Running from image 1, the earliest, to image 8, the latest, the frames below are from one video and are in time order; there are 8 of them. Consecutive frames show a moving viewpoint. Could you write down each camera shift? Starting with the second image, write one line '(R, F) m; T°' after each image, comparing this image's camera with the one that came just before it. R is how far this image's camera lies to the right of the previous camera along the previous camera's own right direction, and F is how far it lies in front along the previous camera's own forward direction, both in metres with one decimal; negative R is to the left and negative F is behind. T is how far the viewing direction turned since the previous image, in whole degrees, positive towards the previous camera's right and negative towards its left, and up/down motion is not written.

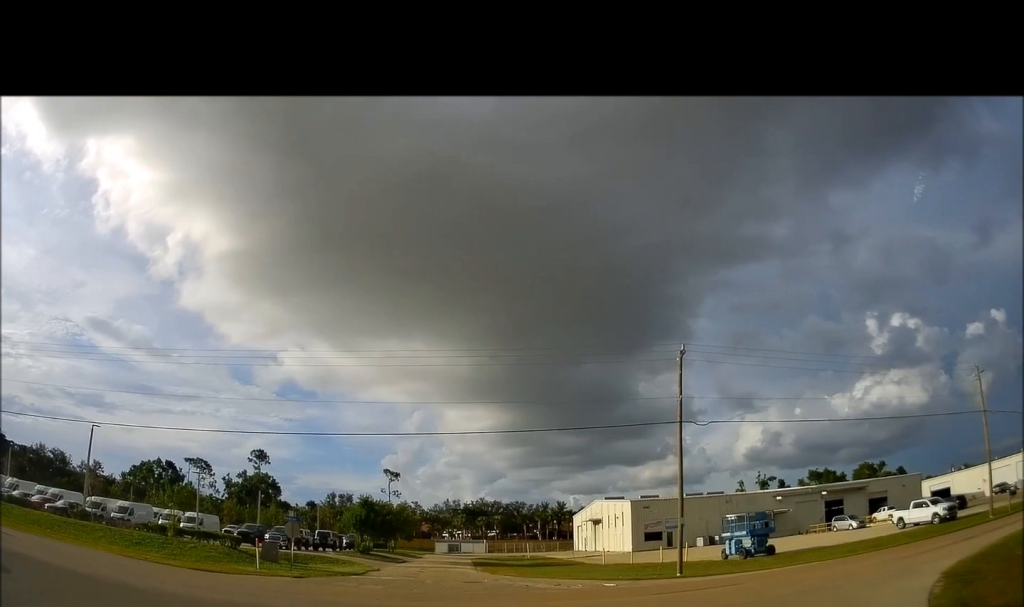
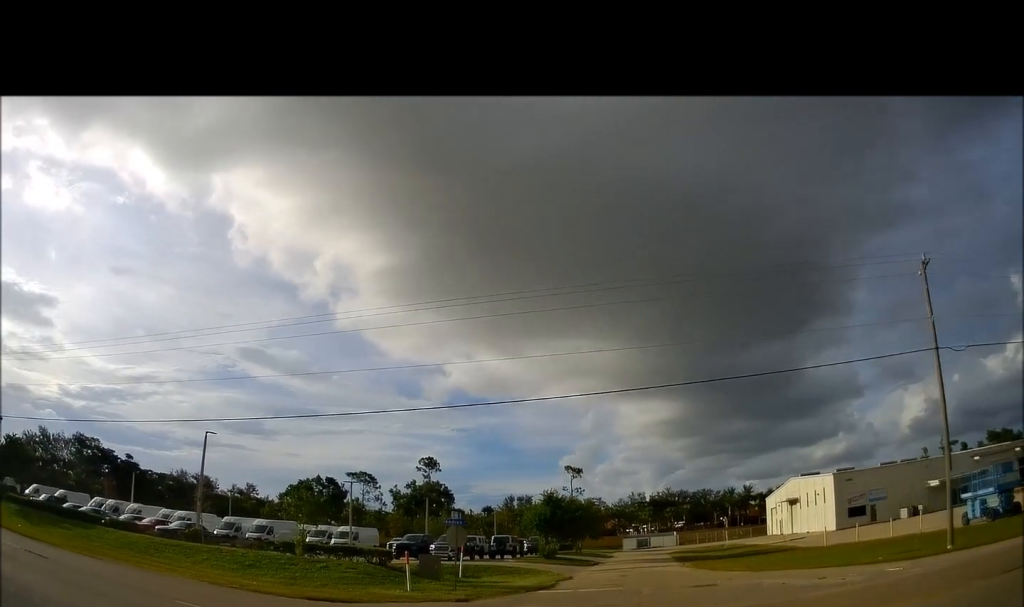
(-1.3, +8.2) m; -33°
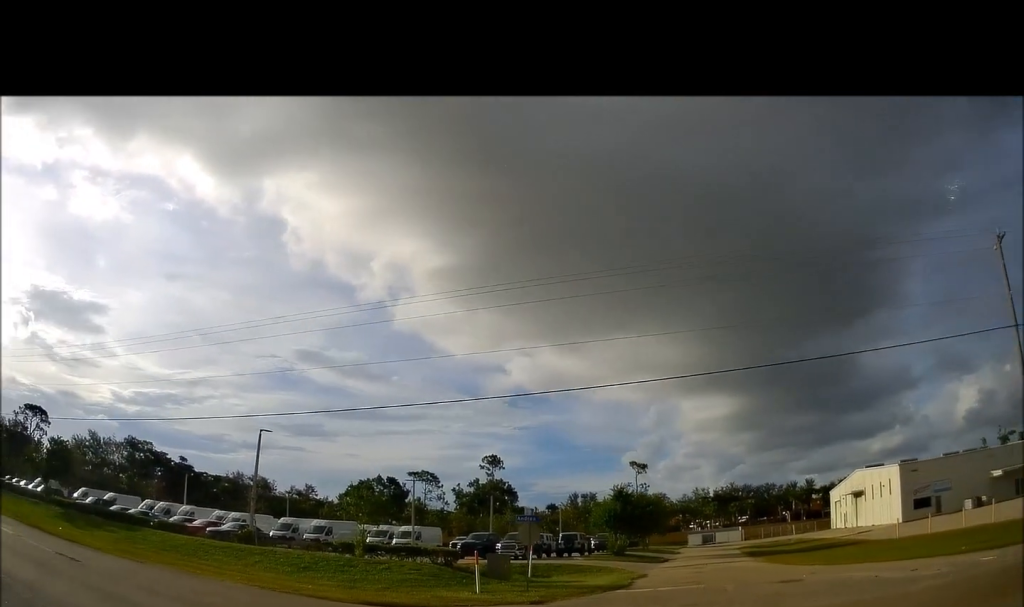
(-0.1, +0.8) m; -5°
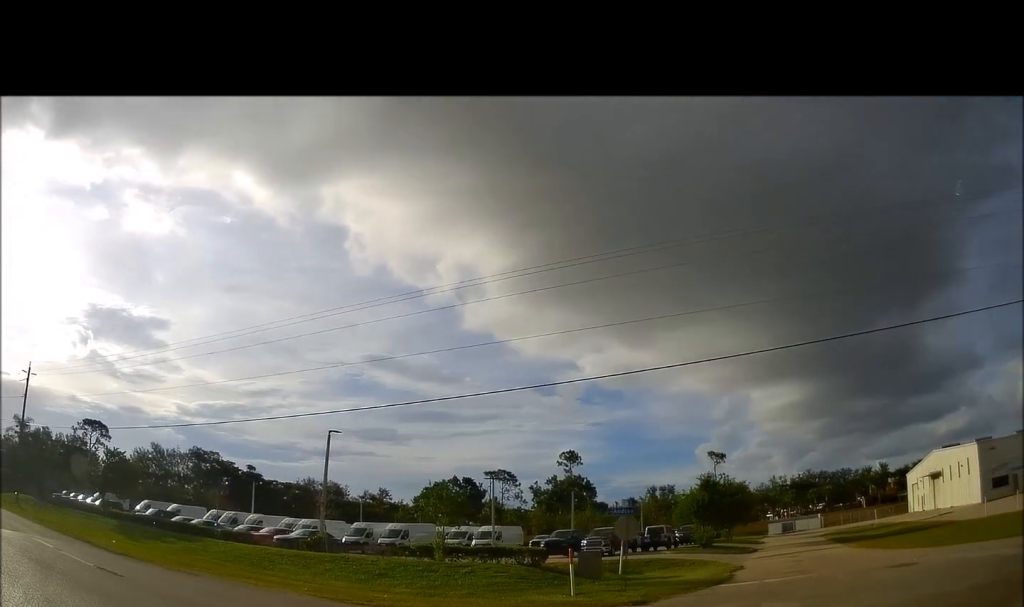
(+0.1, +1.2) m; -2°
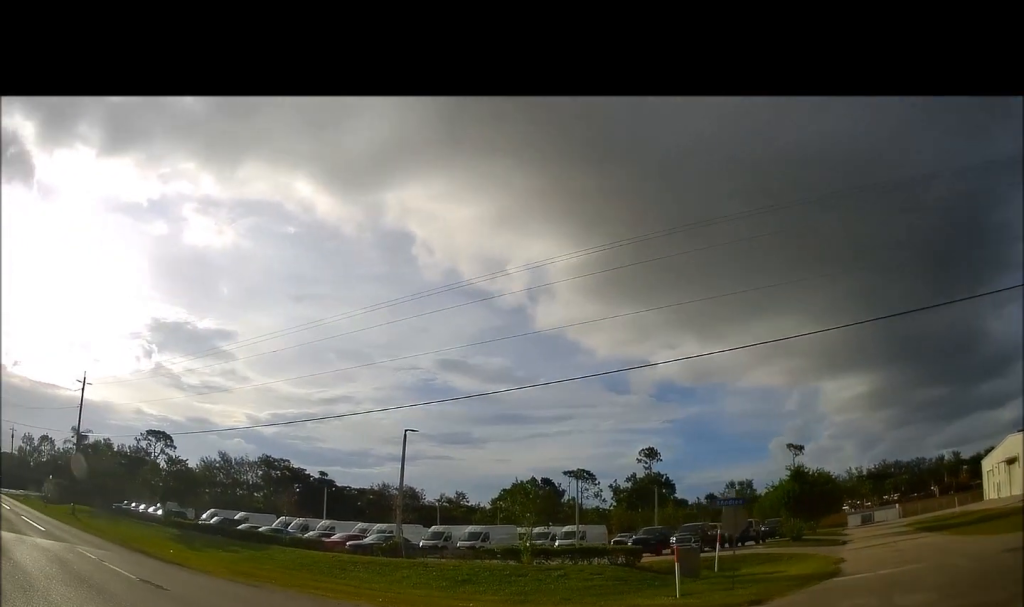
(+0.1, +1.2) m; -2°
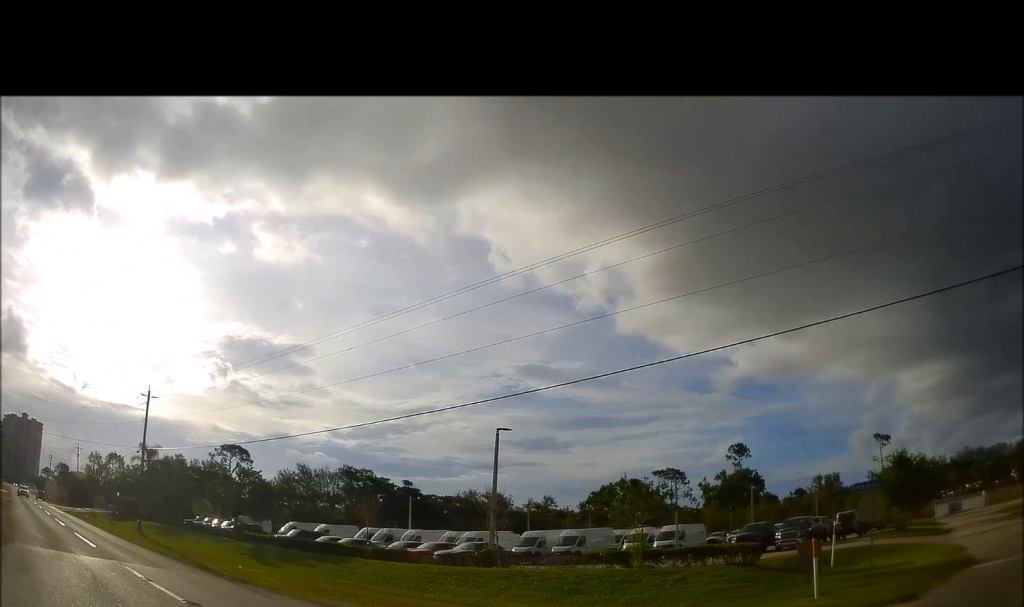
(-0.2, +1.7) m; -4°
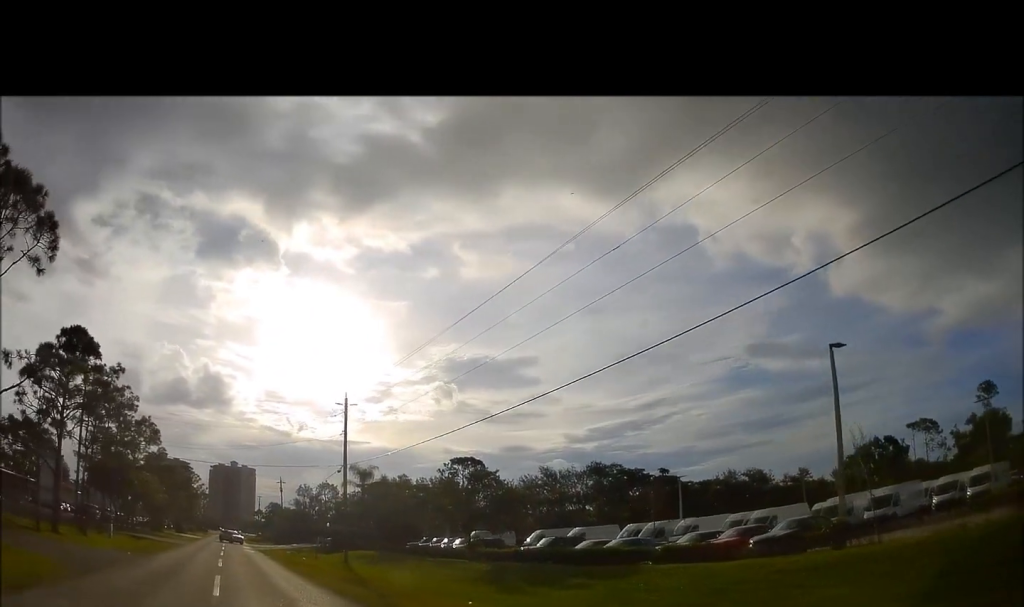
(-1.0, +7.2) m; -15°
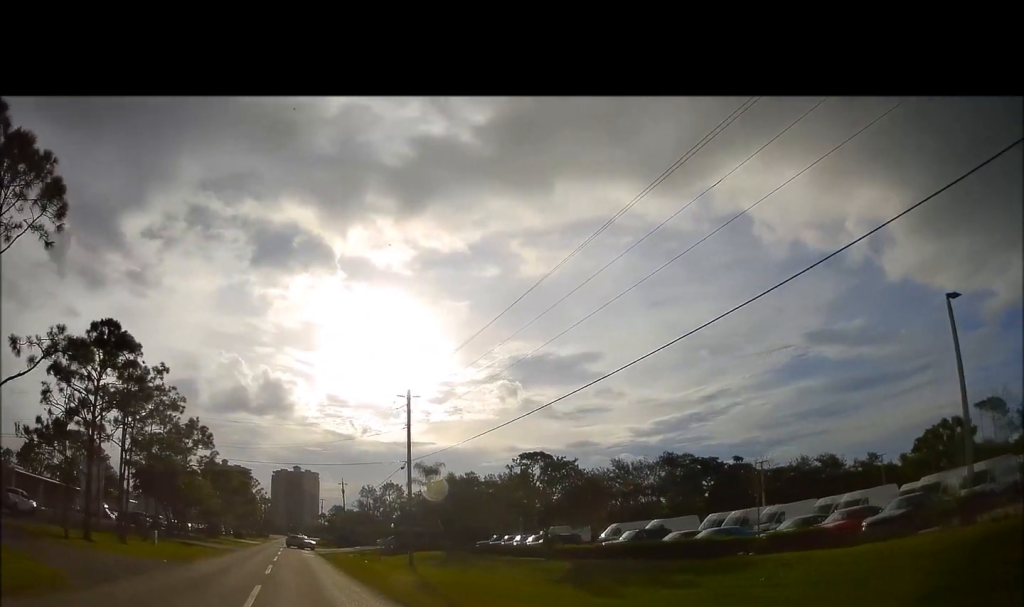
(-0.2, +2.4) m; -3°
